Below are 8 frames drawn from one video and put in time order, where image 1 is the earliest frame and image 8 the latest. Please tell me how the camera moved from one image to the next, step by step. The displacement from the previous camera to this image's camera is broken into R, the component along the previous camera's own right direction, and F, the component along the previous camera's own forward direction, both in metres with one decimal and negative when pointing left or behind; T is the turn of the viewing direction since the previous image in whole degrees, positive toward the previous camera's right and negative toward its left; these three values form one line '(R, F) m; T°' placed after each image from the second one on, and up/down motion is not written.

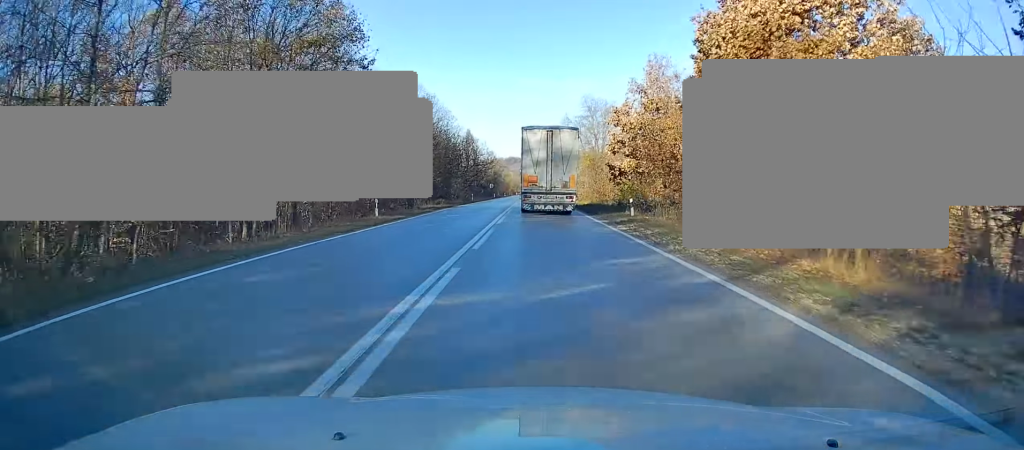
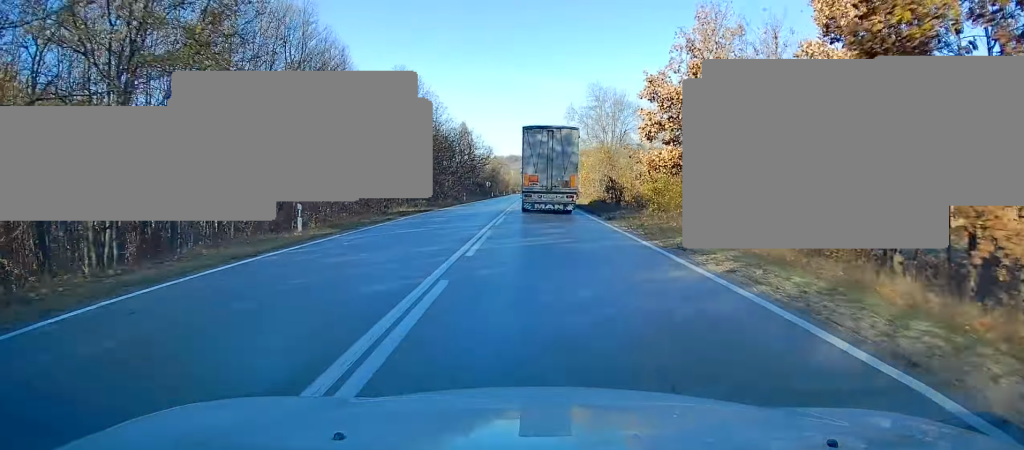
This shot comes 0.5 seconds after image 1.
(0.0, +10.4) m; +1°
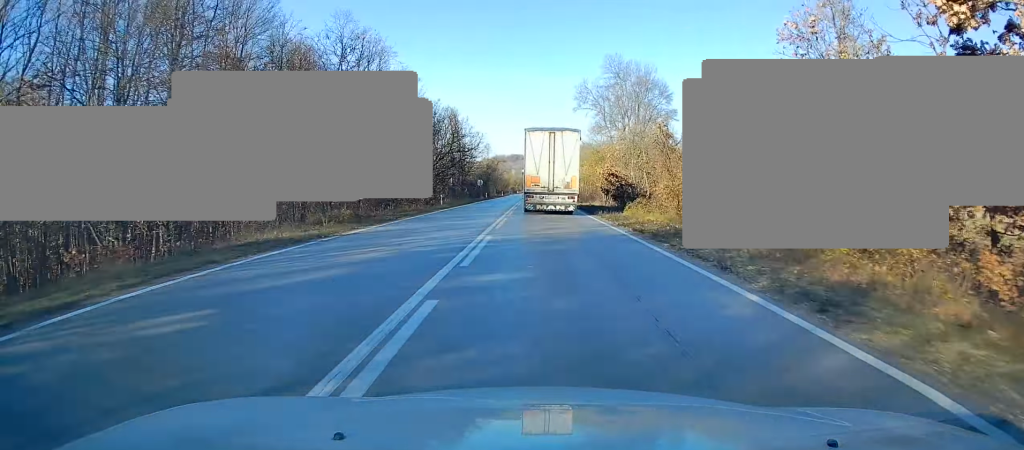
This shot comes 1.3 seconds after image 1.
(+0.3, +19.4) m; 0°
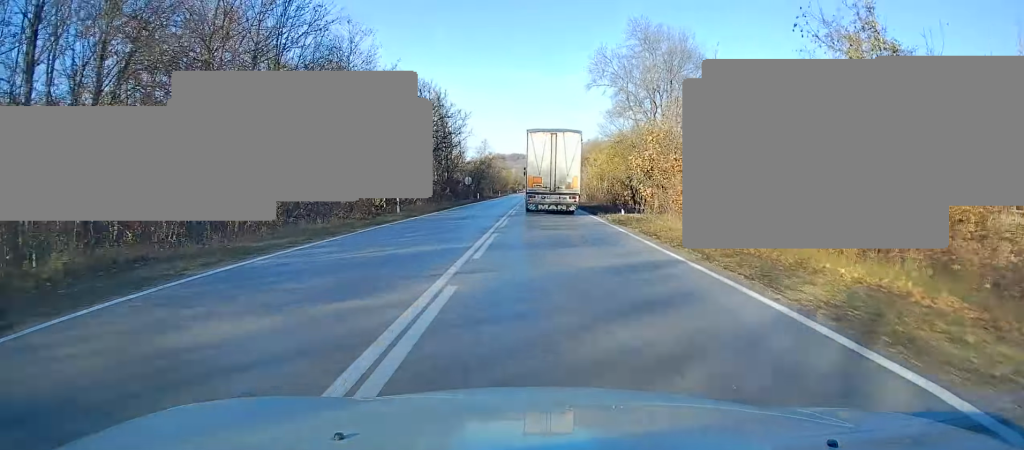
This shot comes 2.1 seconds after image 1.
(-0.1, +17.1) m; -1°
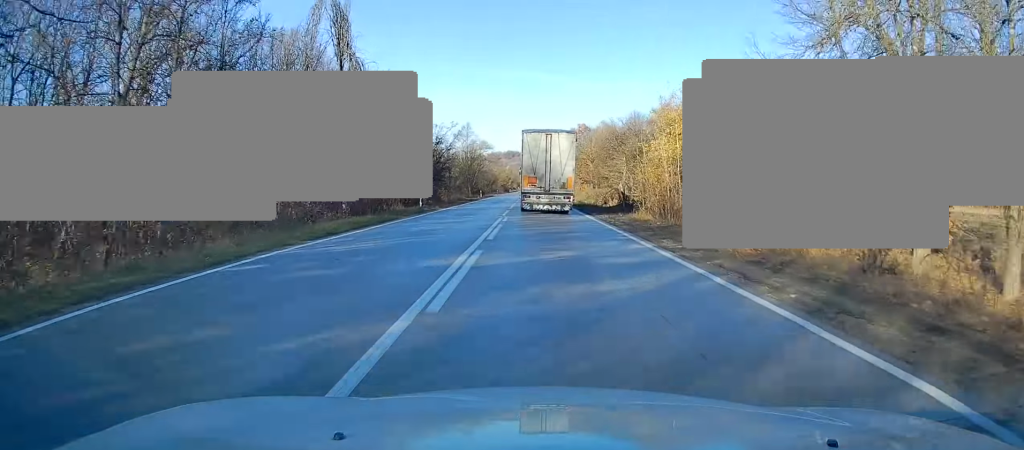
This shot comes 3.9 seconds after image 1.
(-0.4, +40.1) m; -1°
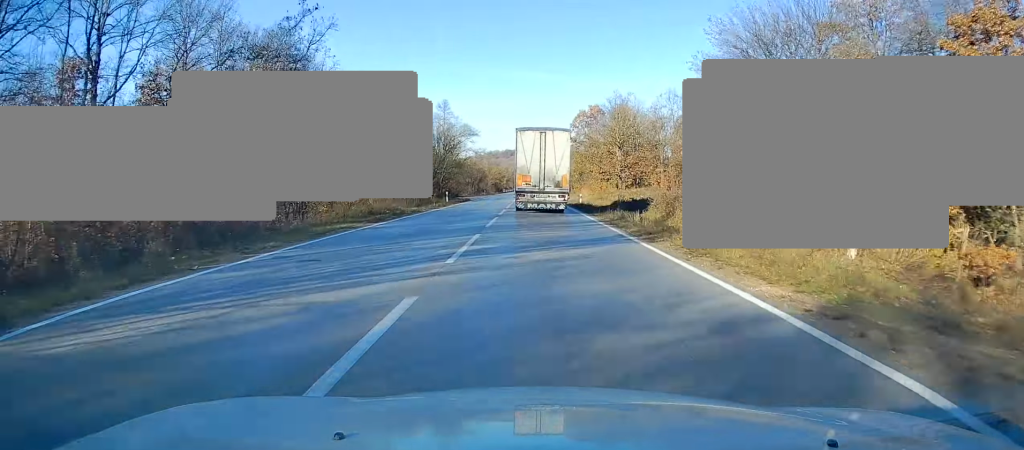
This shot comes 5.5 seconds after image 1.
(-0.1, +35.9) m; 0°
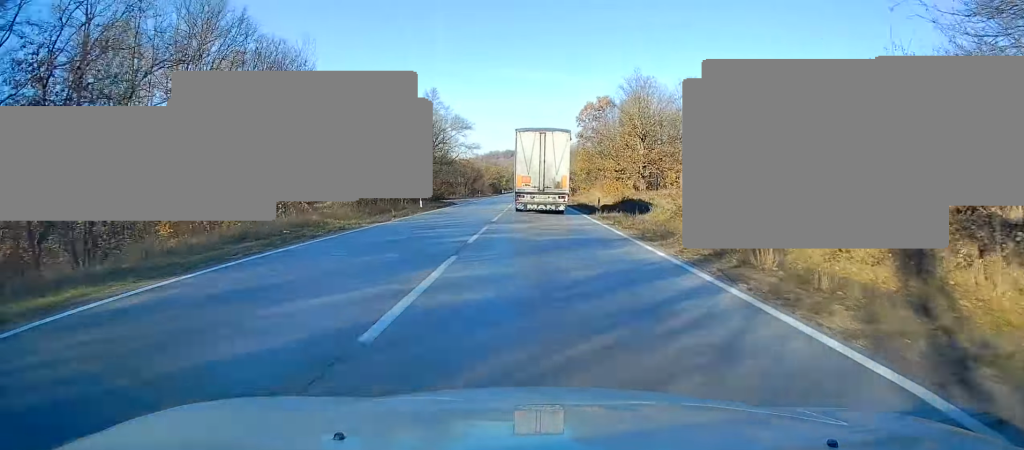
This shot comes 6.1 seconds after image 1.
(0.0, +14.0) m; 0°
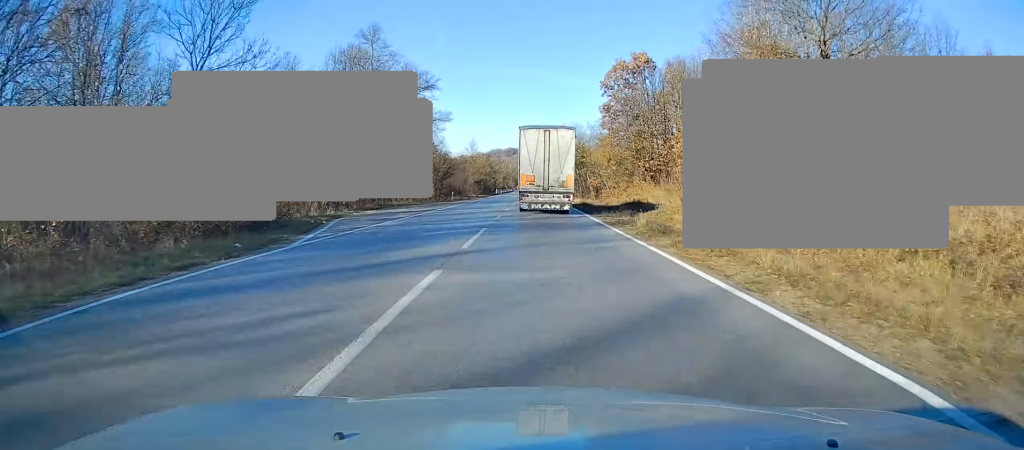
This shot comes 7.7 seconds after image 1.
(+0.5, +37.5) m; +1°
